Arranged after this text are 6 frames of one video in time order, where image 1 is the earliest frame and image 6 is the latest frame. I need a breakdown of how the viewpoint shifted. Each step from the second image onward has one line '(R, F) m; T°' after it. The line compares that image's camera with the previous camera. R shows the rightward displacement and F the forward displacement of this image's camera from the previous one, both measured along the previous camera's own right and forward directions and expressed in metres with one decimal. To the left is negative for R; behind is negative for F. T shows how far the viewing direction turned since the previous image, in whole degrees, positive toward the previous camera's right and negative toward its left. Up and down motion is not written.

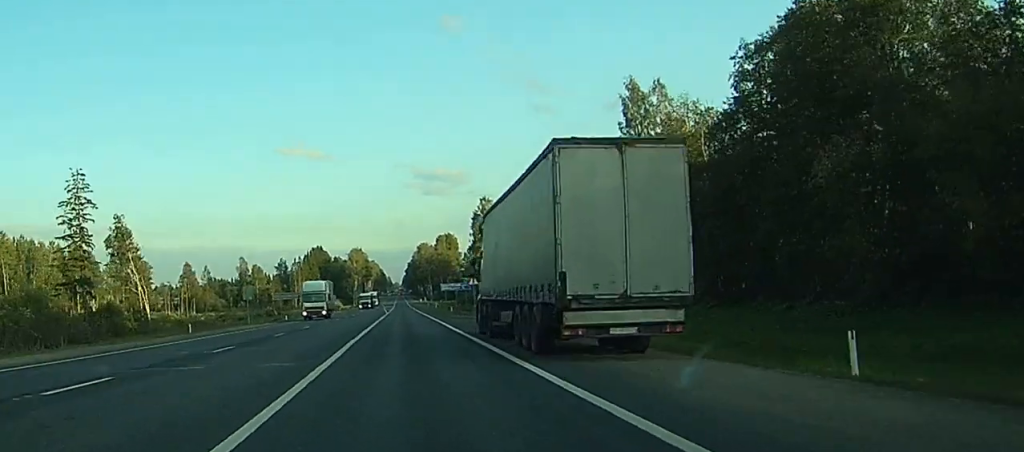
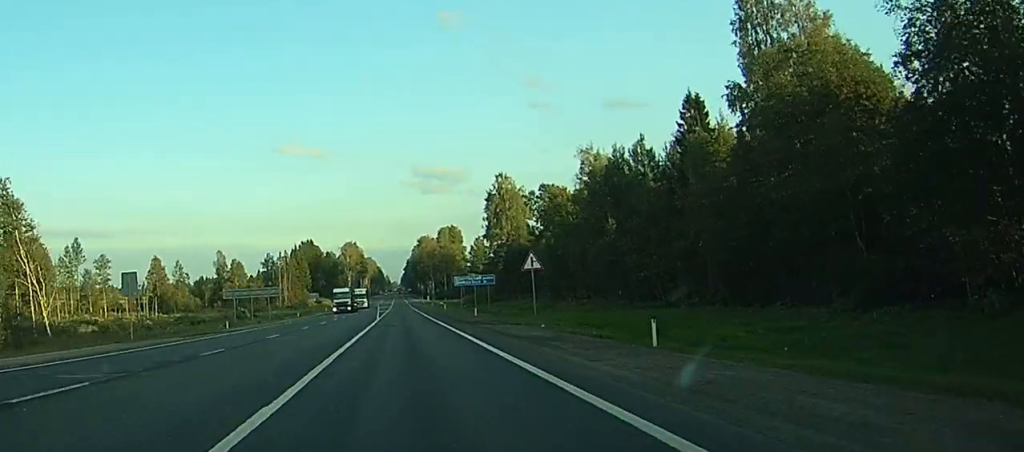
(0.0, +38.2) m; 0°
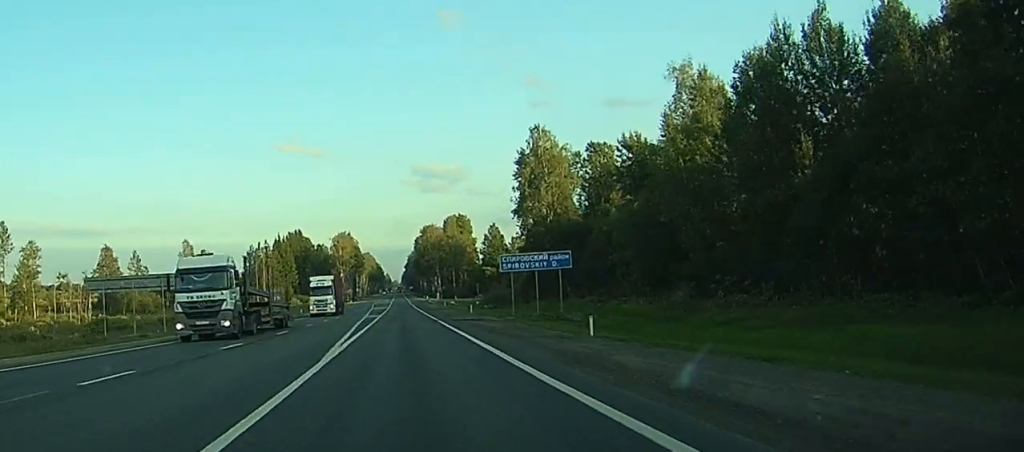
(+0.1, +45.4) m; 0°
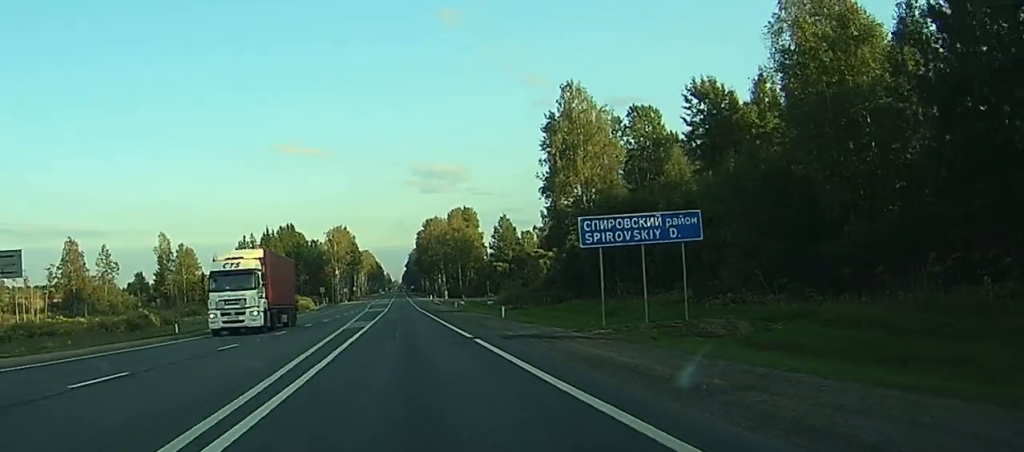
(0.0, +24.7) m; 0°
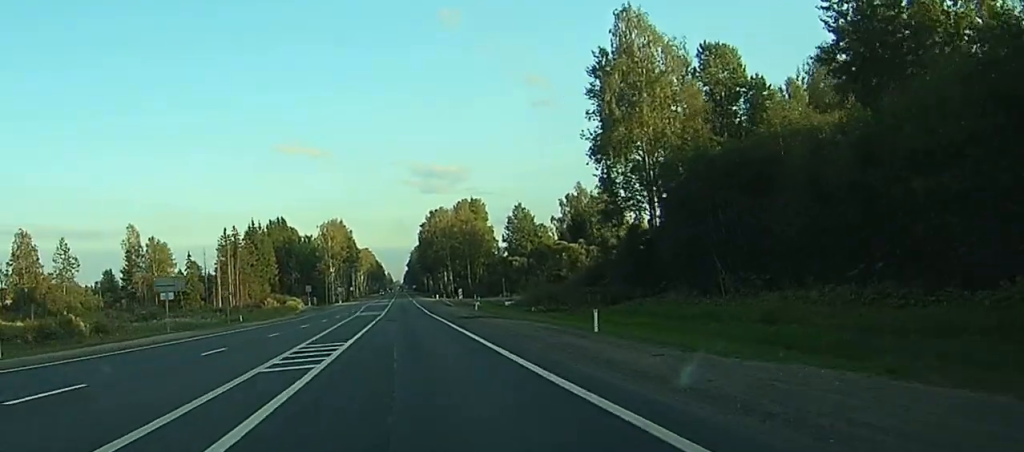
(-0.1, +26.6) m; 0°
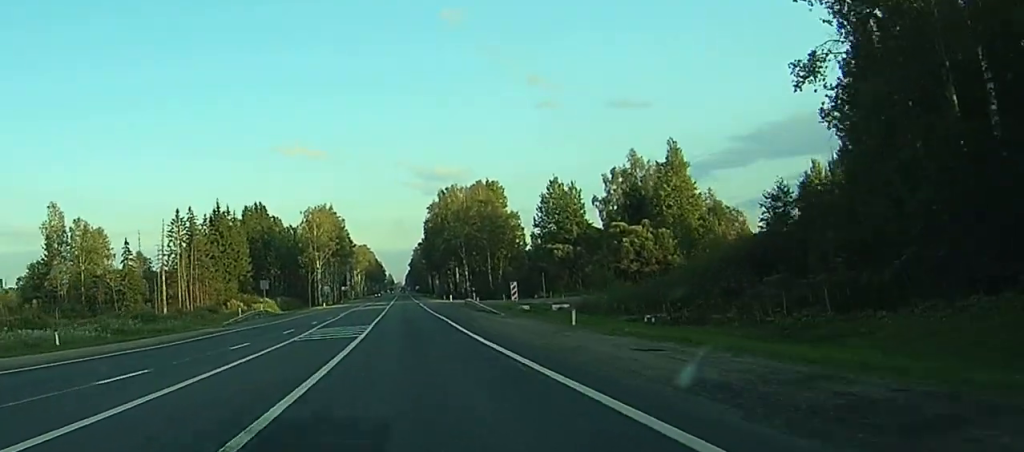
(0.0, +43.8) m; 0°
